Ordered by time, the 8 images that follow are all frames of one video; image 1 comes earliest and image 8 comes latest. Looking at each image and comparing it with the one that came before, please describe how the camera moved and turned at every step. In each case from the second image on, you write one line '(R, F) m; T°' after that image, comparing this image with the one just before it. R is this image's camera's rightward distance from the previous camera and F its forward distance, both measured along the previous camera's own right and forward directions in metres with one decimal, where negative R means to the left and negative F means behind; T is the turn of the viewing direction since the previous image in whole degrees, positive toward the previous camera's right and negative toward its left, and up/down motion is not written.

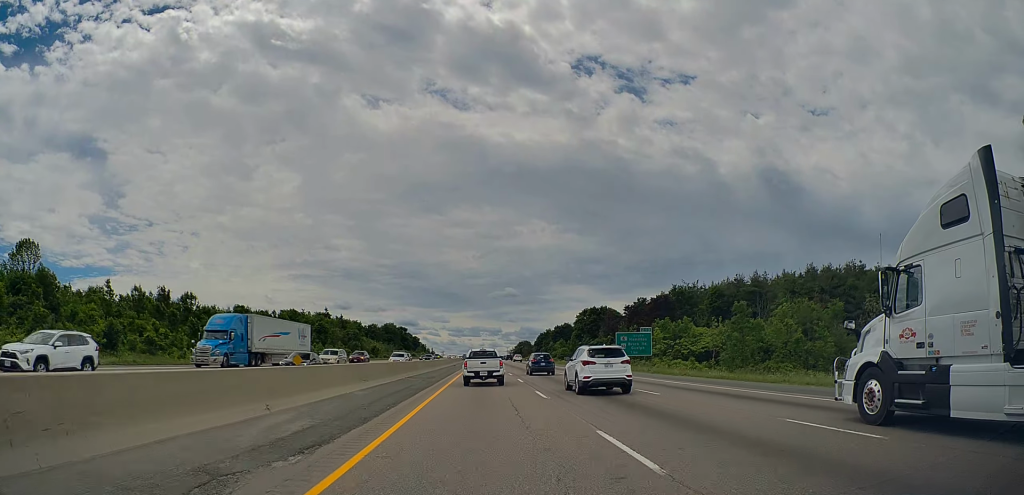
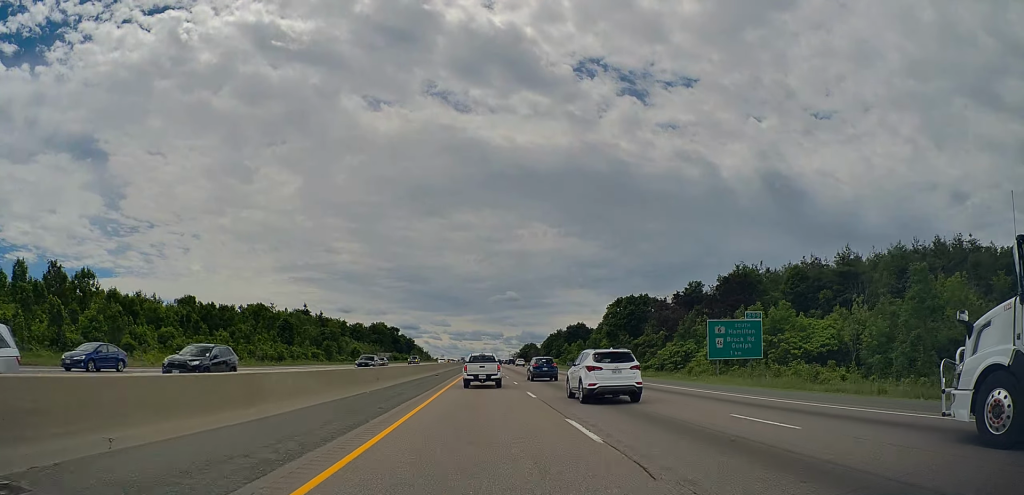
(+0.5, +33.3) m; +1°
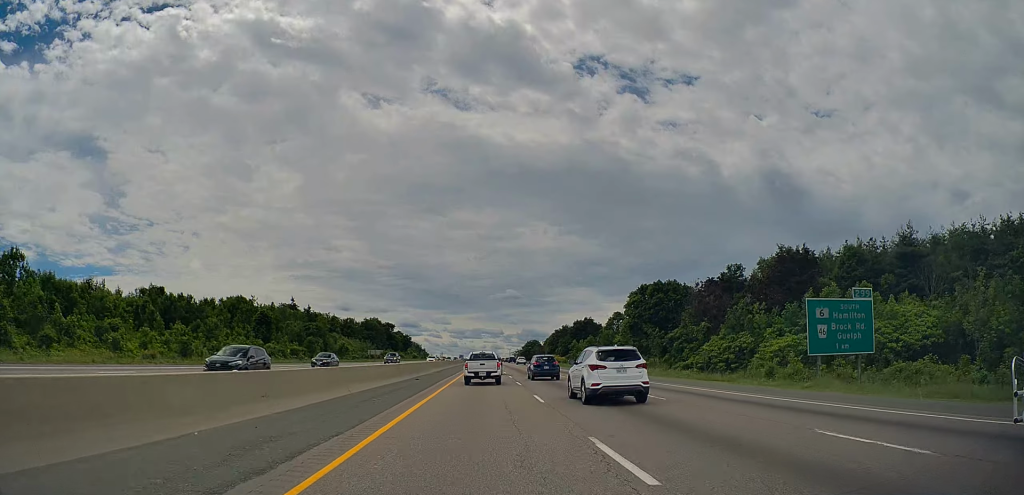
(-0.1, +15.6) m; 0°
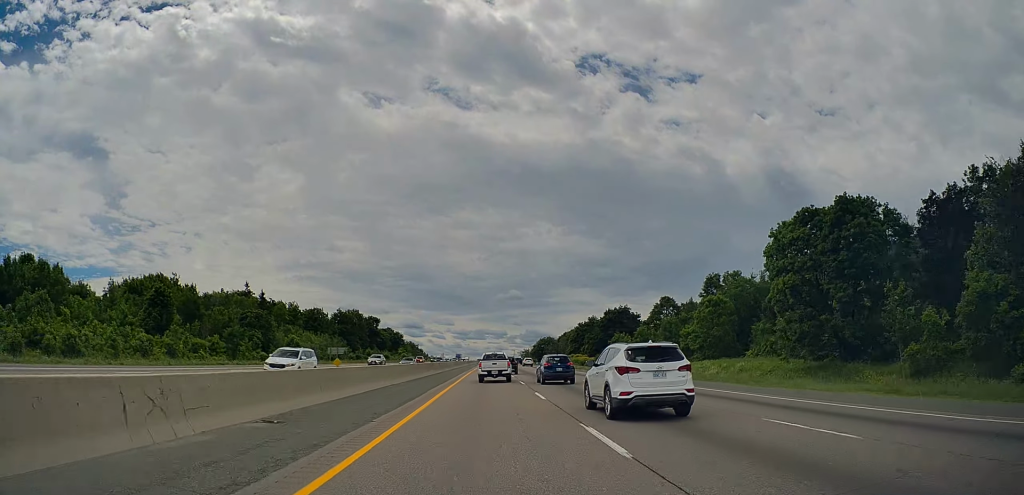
(+0.2, +46.2) m; 0°
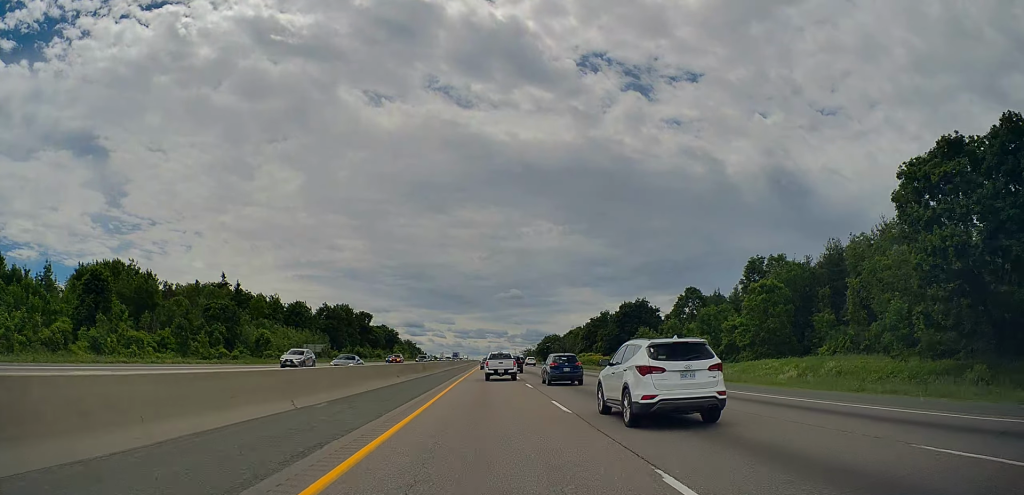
(-0.3, +17.0) m; 0°
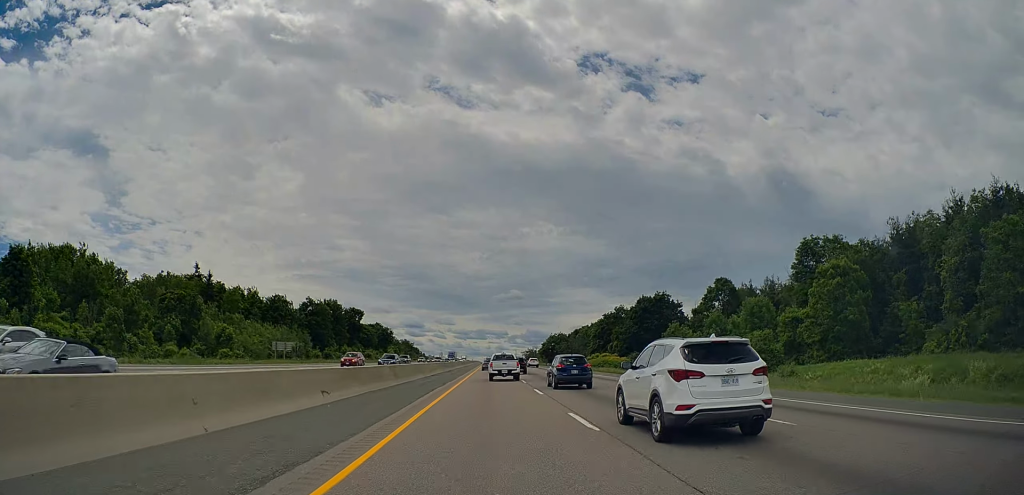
(-0.1, +16.0) m; 0°
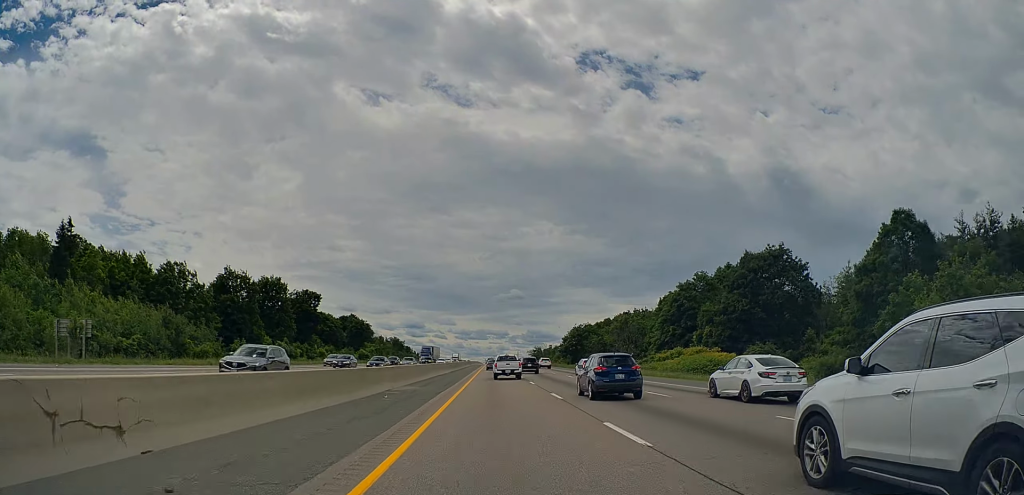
(-0.1, +50.4) m; -1°
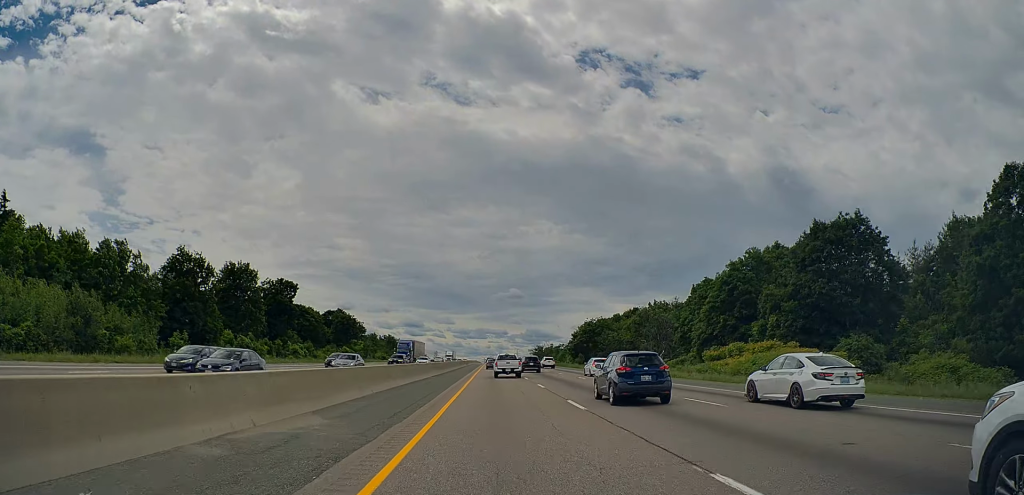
(-0.1, +17.3) m; 0°
